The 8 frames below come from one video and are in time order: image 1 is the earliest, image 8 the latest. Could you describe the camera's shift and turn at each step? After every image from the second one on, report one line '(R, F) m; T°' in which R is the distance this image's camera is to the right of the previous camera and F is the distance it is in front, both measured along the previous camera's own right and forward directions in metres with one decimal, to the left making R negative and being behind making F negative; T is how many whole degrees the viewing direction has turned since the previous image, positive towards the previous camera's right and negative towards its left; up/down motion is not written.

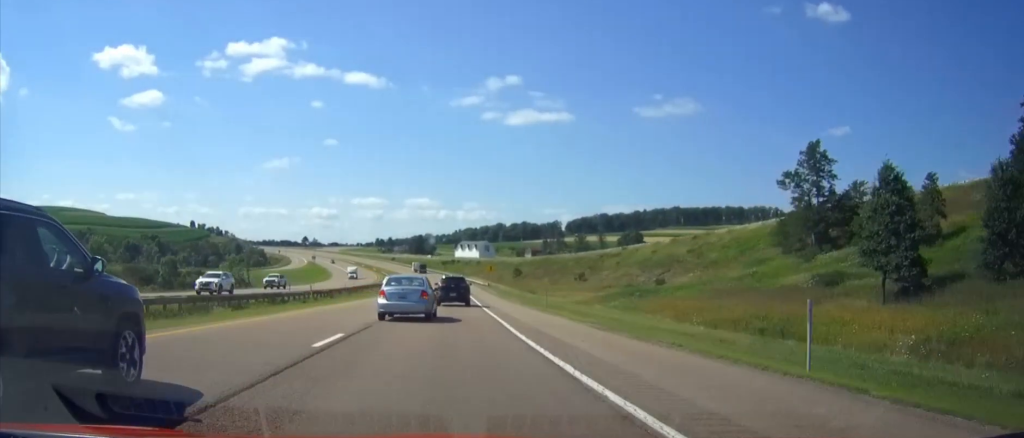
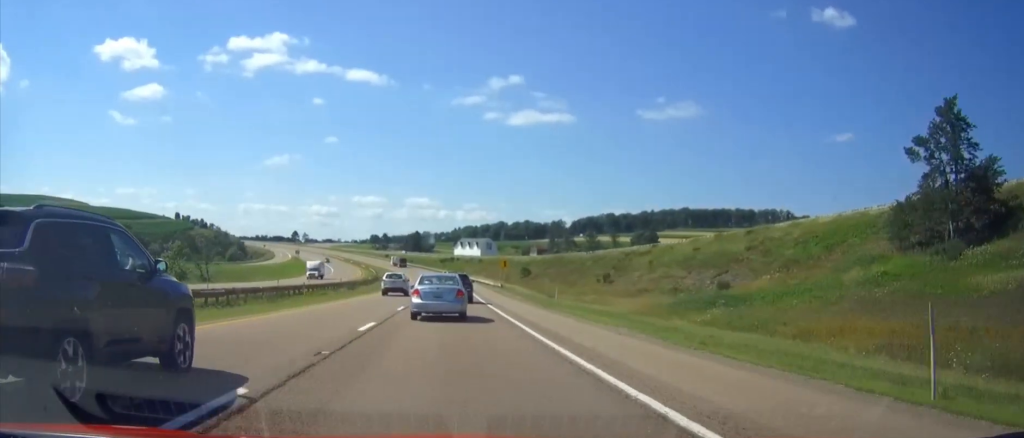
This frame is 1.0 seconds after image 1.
(0.0, +33.1) m; 0°
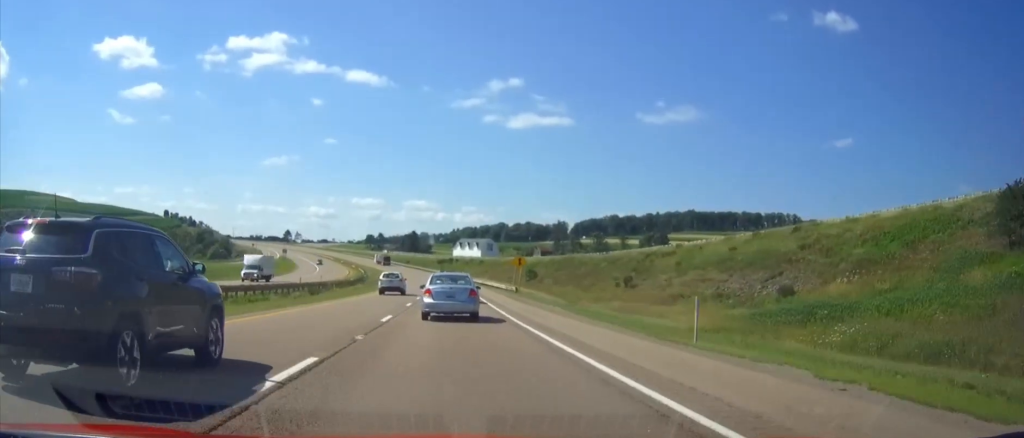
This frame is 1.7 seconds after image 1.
(0.0, +21.3) m; 0°
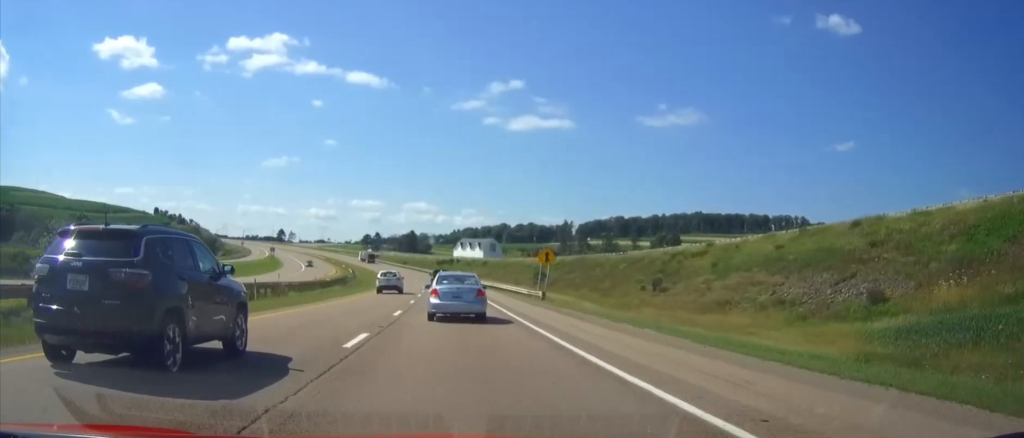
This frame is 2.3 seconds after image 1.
(0.0, +20.1) m; 0°
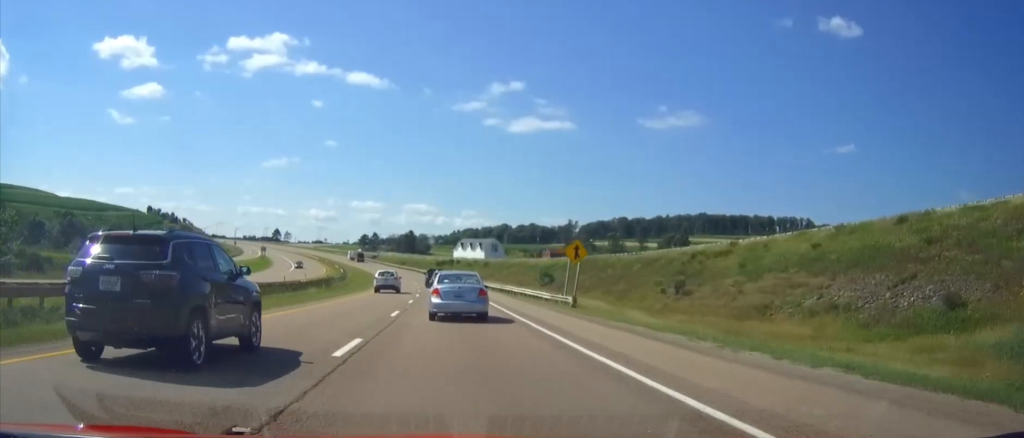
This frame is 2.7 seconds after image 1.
(0.0, +12.6) m; 0°
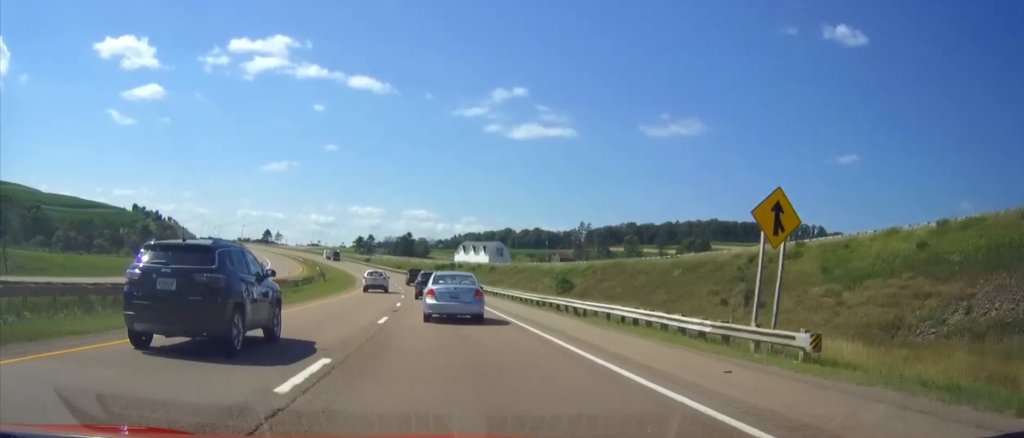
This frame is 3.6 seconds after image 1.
(0.0, +27.3) m; 0°
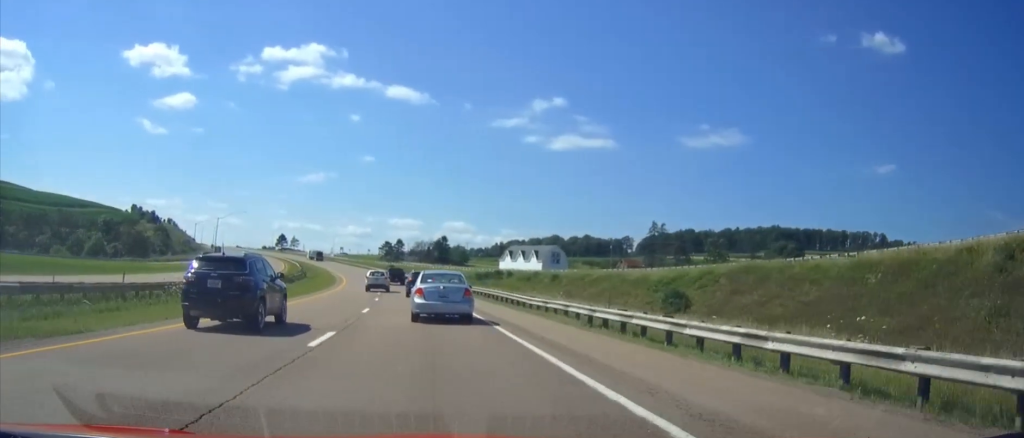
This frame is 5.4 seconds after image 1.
(0.0, +55.1) m; 0°
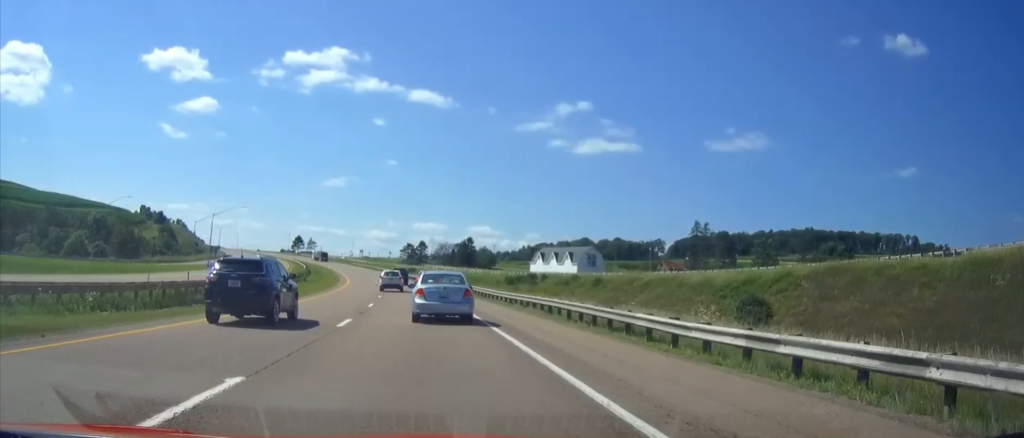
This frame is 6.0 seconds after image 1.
(0.0, +19.5) m; 0°
